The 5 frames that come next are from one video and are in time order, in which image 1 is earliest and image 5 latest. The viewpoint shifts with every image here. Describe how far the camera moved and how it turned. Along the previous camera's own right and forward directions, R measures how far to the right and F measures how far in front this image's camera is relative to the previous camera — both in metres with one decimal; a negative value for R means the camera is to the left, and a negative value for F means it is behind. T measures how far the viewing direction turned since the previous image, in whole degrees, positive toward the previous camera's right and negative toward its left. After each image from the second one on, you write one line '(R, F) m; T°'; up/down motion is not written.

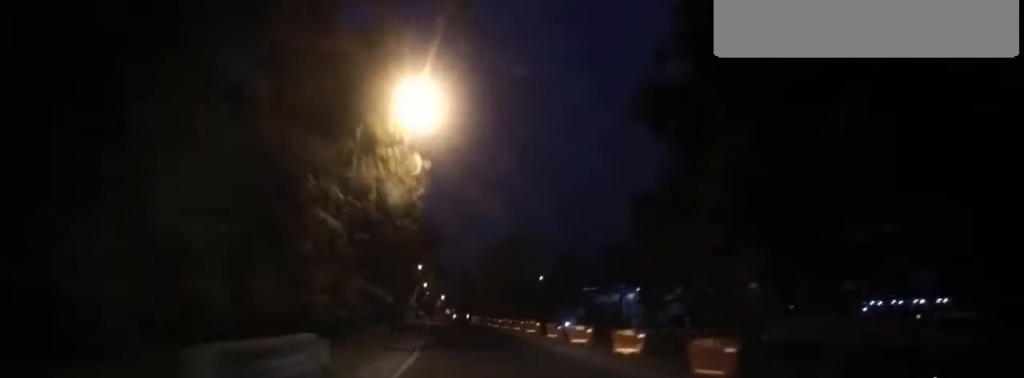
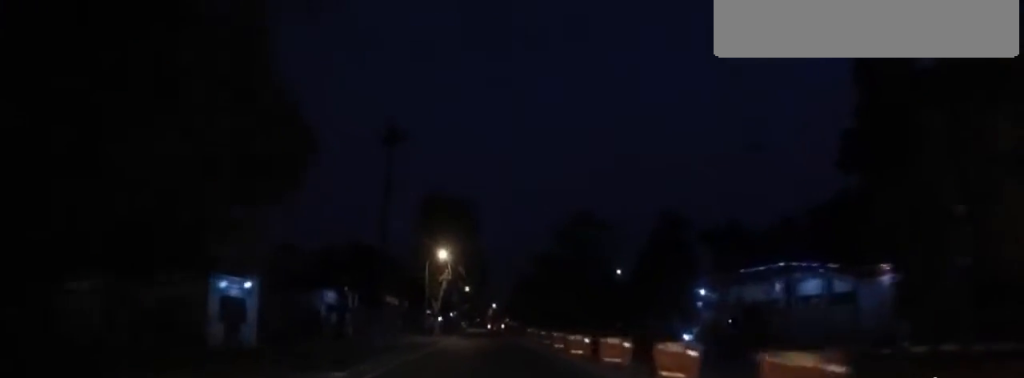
(+1.0, +21.3) m; 0°
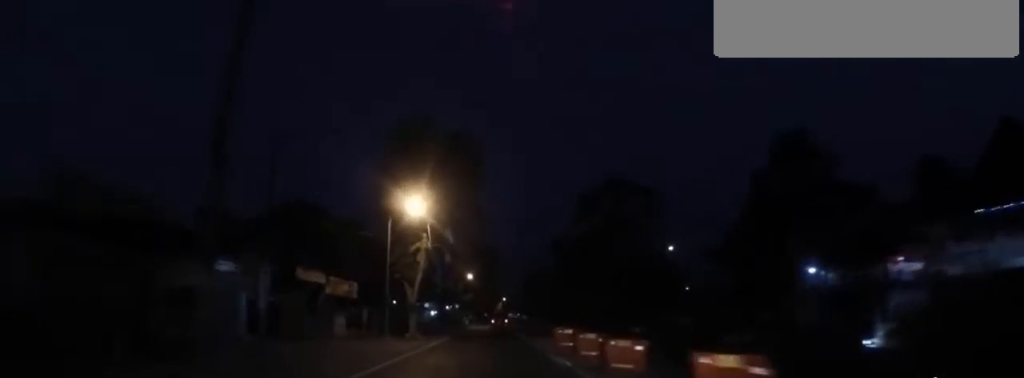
(-1.3, +16.1) m; -4°
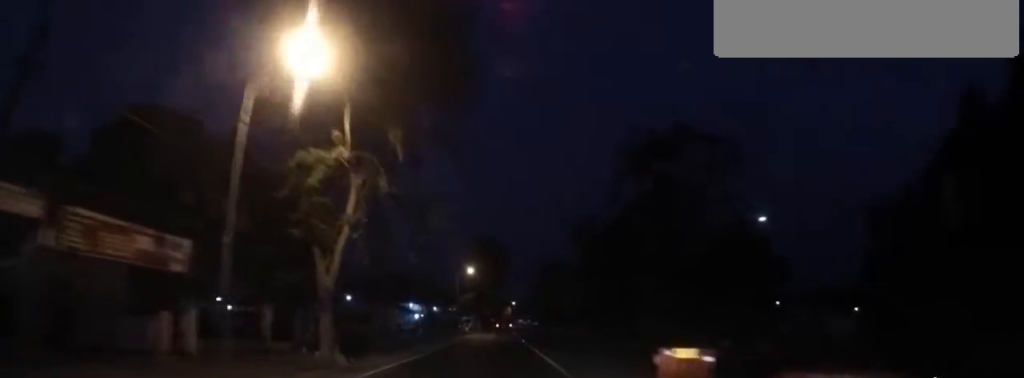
(-0.3, +15.9) m; -3°
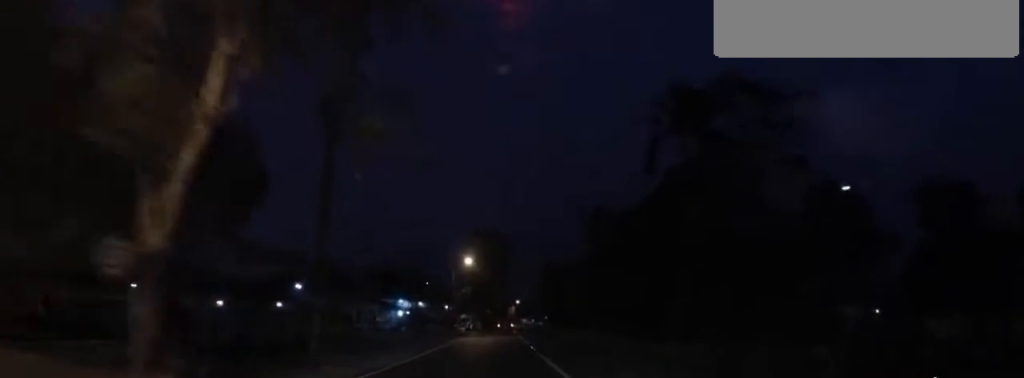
(-0.5, +8.1) m; -1°
